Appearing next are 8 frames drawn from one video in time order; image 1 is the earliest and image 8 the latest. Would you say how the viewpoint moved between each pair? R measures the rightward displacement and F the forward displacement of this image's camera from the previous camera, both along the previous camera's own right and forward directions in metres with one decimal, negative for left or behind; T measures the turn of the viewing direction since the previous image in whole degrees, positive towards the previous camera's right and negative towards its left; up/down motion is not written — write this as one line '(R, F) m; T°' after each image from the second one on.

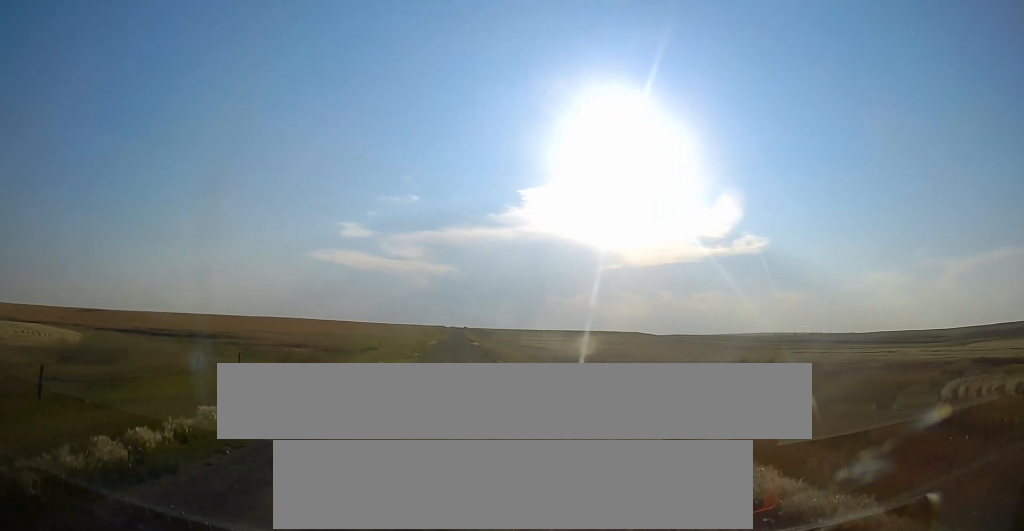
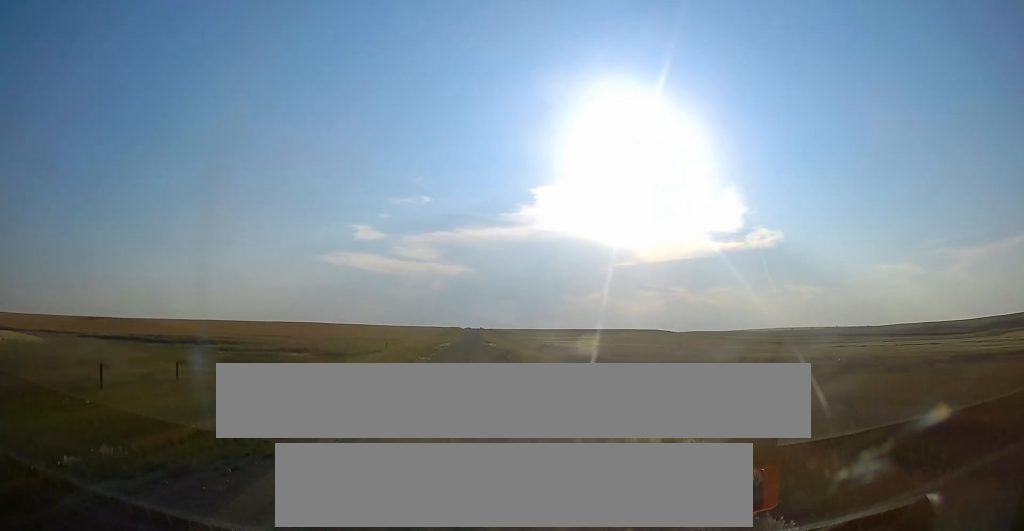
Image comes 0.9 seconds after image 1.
(-0.1, +8.2) m; 0°
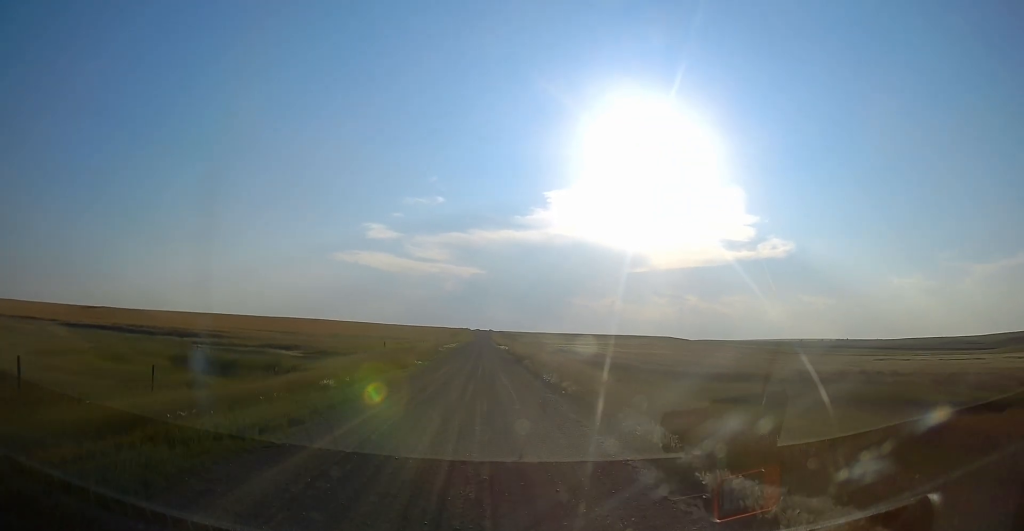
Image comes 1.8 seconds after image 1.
(0.0, +9.7) m; 0°
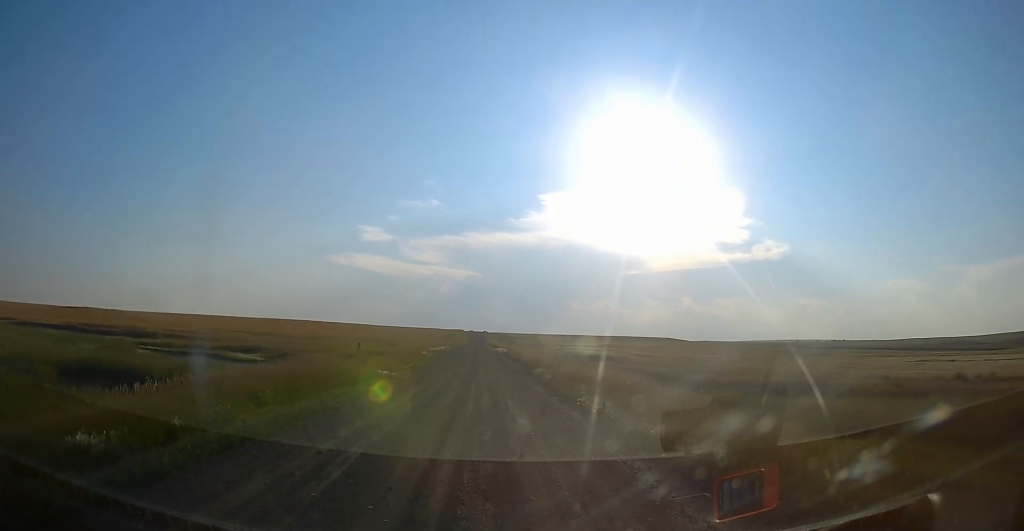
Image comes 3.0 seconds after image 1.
(0.0, +12.1) m; 0°
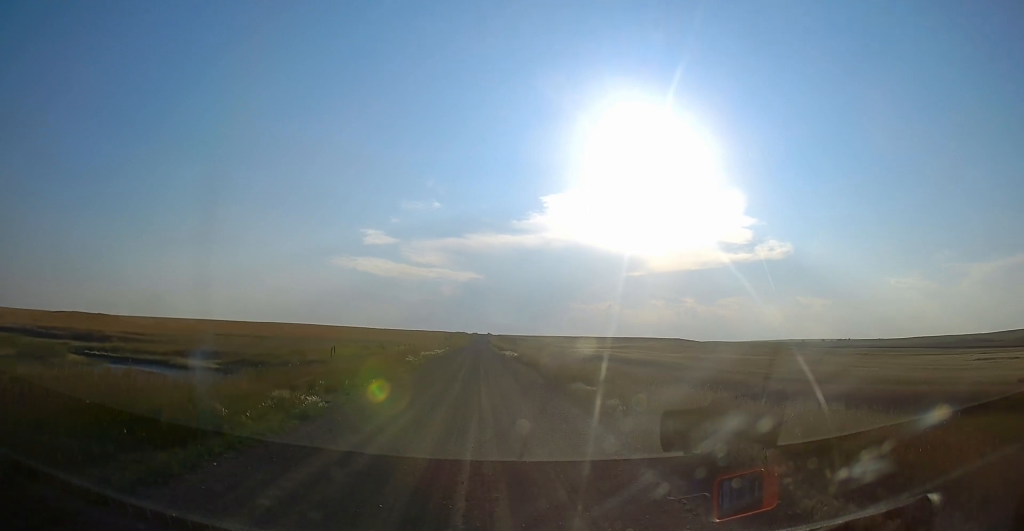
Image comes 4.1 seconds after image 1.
(0.0, +11.9) m; 0°
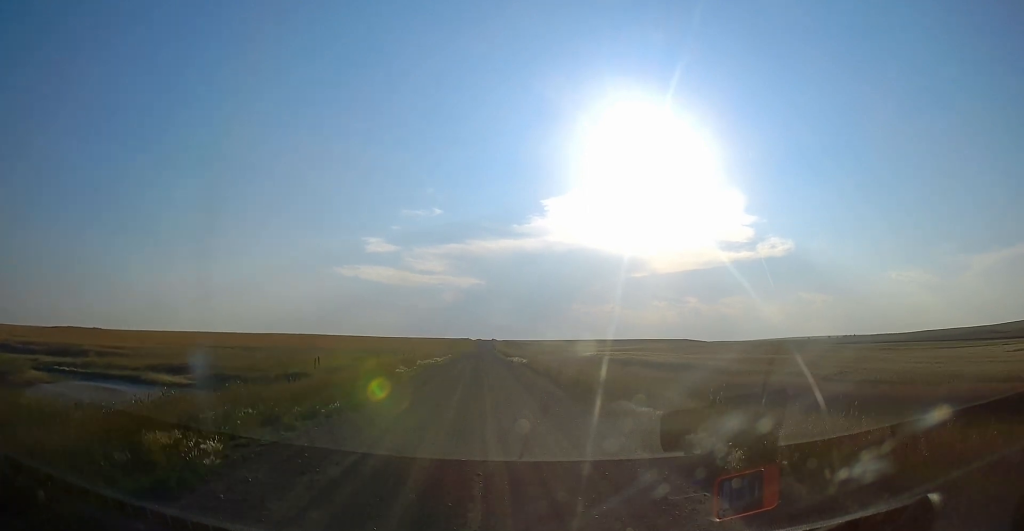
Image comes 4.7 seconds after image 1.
(0.0, +5.9) m; 0°
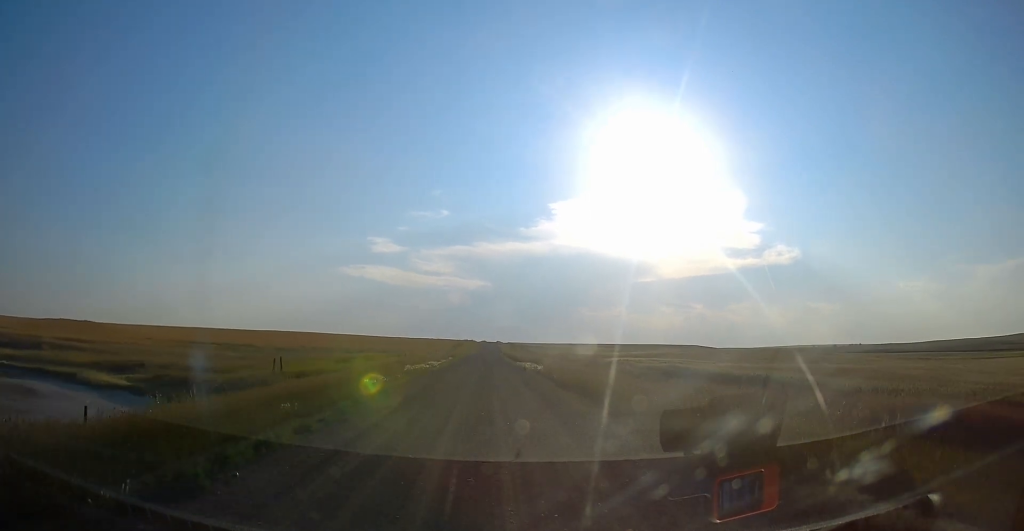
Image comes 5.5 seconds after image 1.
(0.0, +9.0) m; -1°
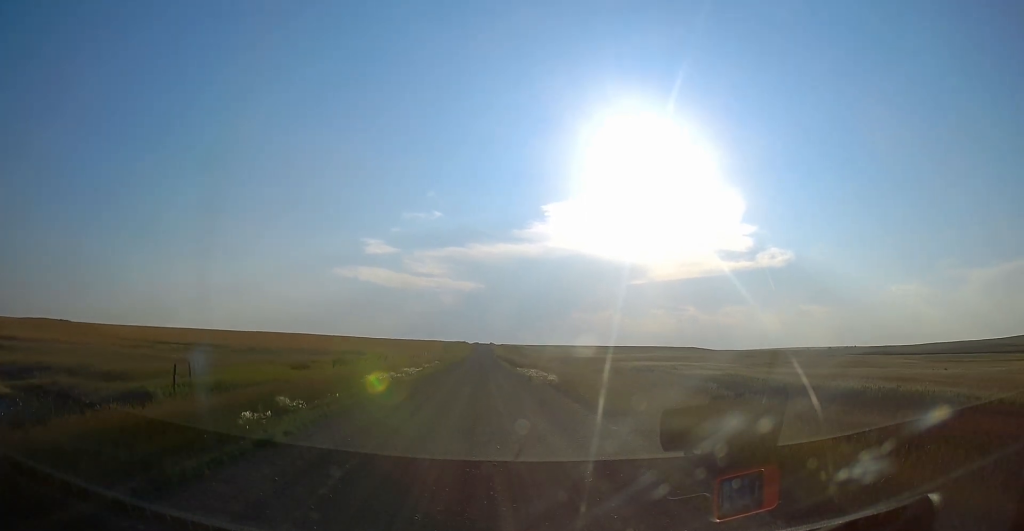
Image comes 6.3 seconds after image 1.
(-0.1, +10.1) m; -1°
